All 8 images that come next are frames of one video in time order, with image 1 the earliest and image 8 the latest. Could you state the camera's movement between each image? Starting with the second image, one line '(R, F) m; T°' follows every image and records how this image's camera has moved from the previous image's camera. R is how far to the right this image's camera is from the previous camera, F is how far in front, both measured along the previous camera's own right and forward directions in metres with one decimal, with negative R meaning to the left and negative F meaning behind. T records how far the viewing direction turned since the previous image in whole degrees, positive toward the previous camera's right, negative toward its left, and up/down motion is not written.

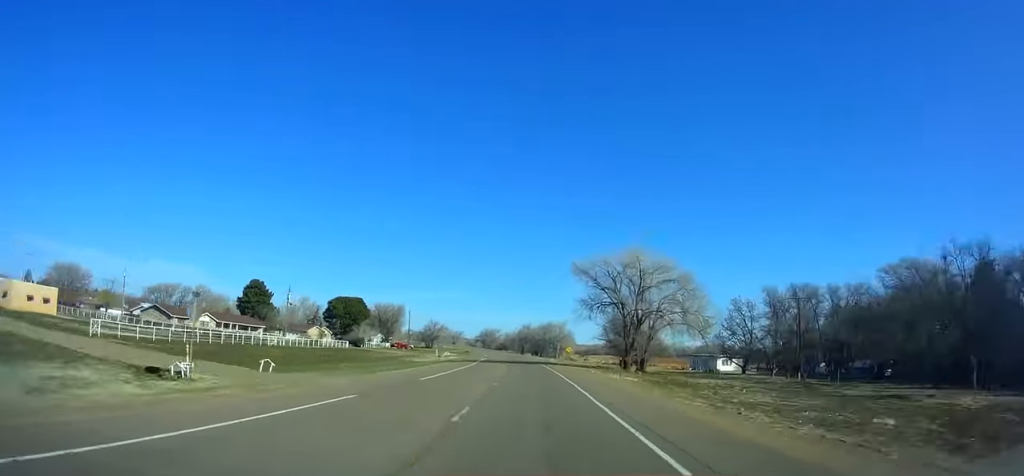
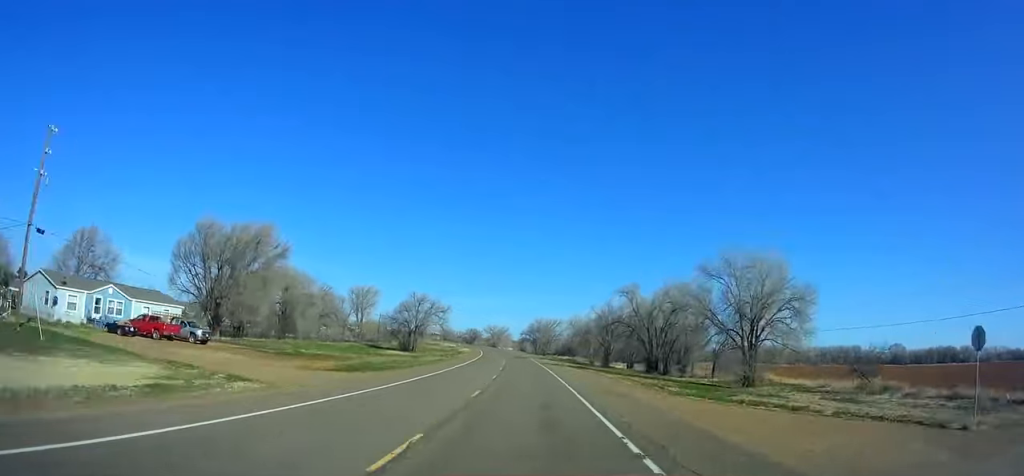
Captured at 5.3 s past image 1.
(-7.3, +136.2) m; -6°
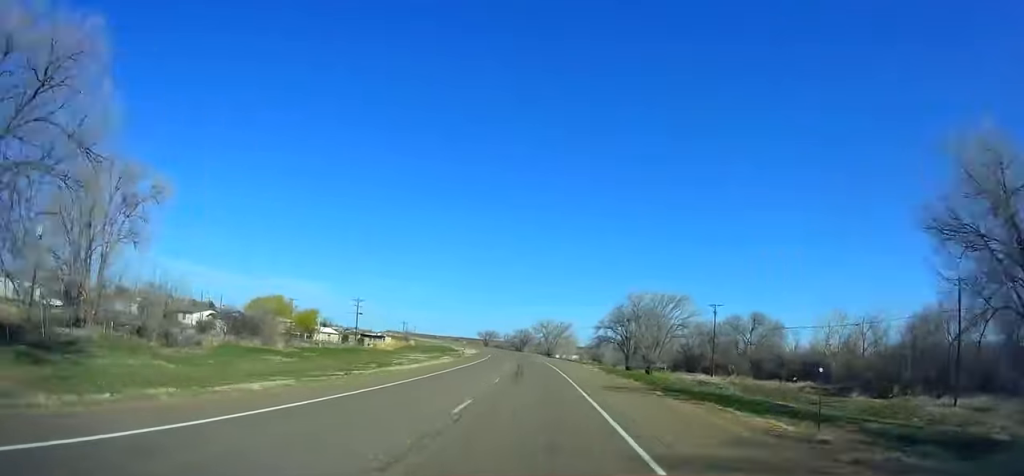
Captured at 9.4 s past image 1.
(-4.9, +115.1) m; -6°
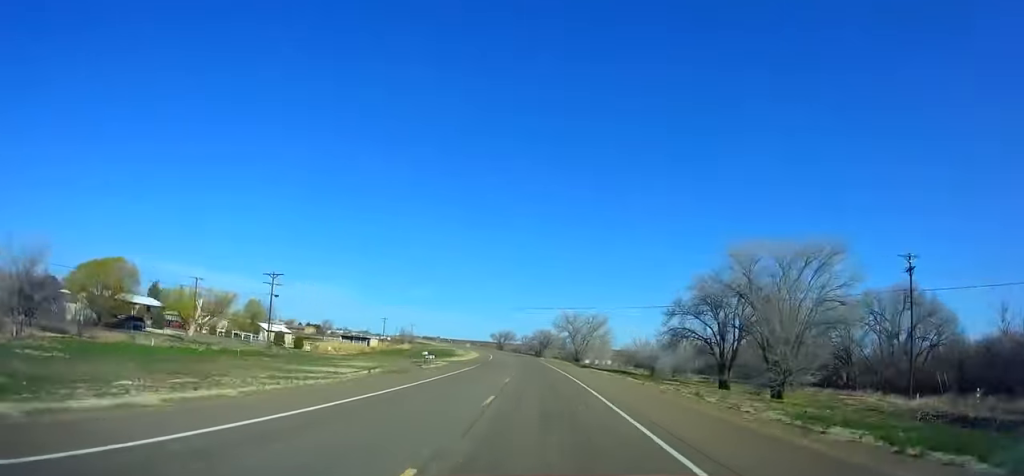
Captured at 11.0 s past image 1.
(-1.3, +46.2) m; -2°
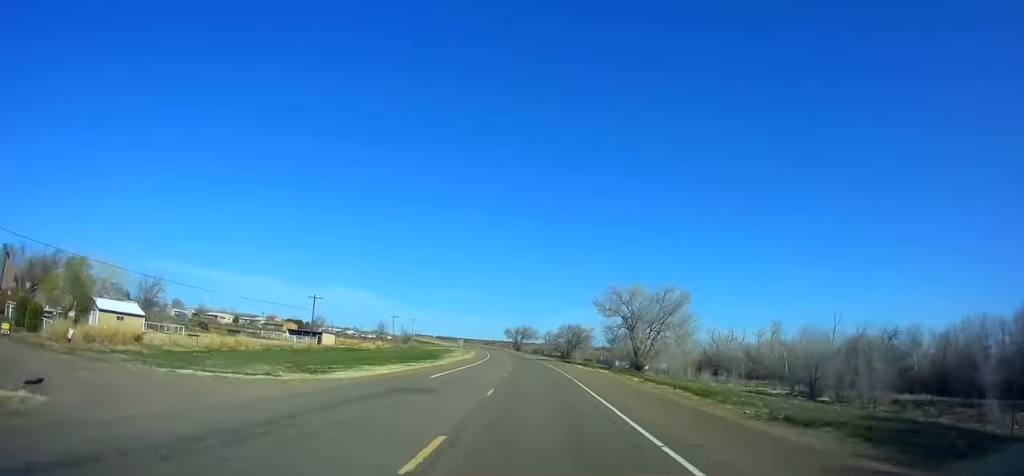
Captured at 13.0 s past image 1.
(-1.4, +58.0) m; -3°
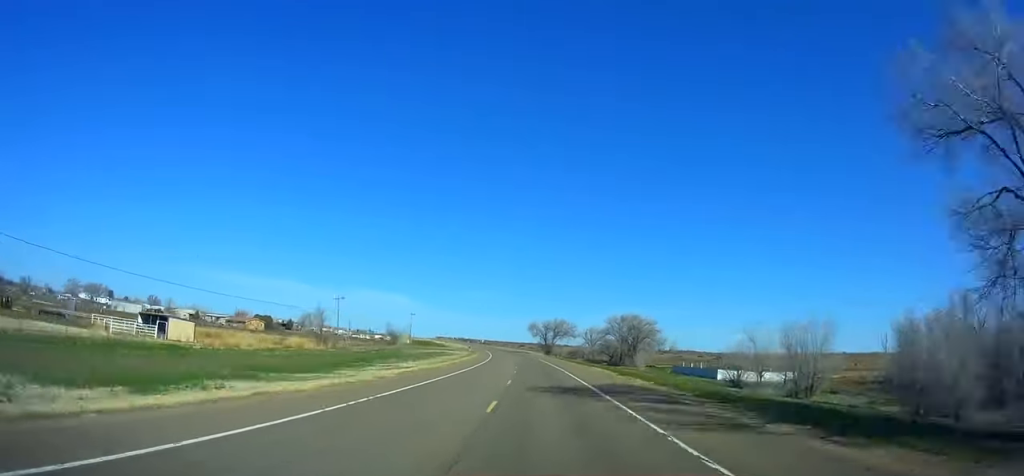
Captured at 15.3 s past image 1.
(-1.7, +67.0) m; -3°
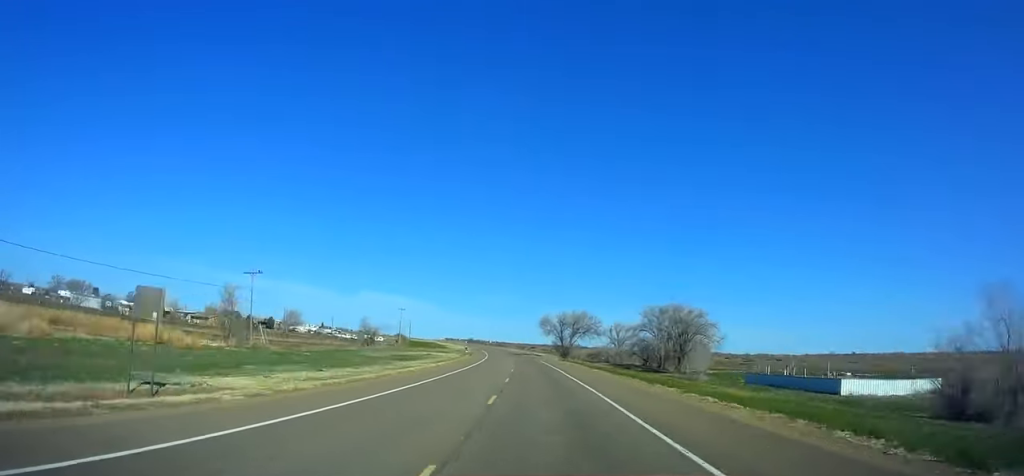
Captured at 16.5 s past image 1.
(-0.3, +34.9) m; -2°
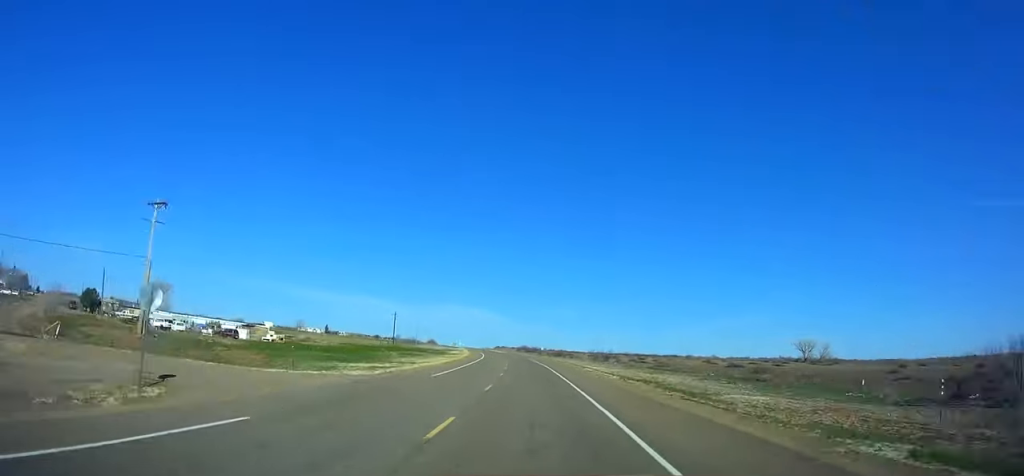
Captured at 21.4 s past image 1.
(-9.0, +142.2) m; -7°
